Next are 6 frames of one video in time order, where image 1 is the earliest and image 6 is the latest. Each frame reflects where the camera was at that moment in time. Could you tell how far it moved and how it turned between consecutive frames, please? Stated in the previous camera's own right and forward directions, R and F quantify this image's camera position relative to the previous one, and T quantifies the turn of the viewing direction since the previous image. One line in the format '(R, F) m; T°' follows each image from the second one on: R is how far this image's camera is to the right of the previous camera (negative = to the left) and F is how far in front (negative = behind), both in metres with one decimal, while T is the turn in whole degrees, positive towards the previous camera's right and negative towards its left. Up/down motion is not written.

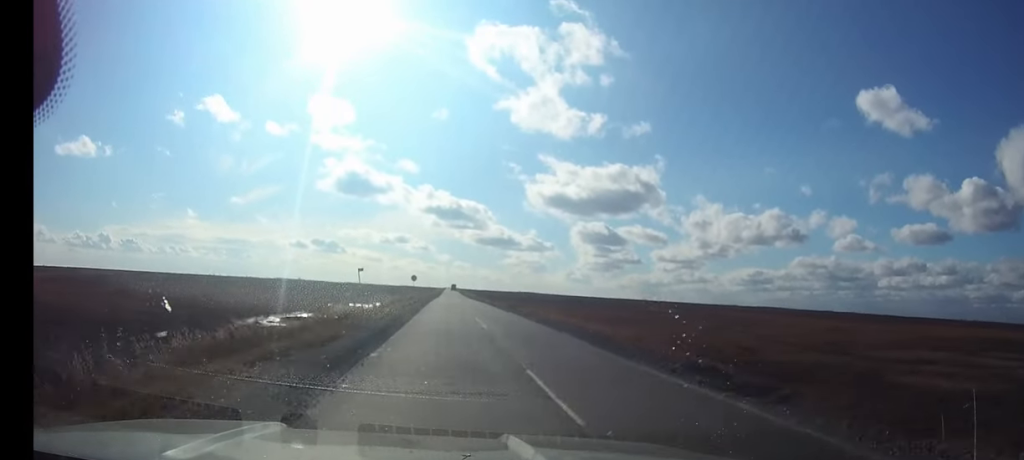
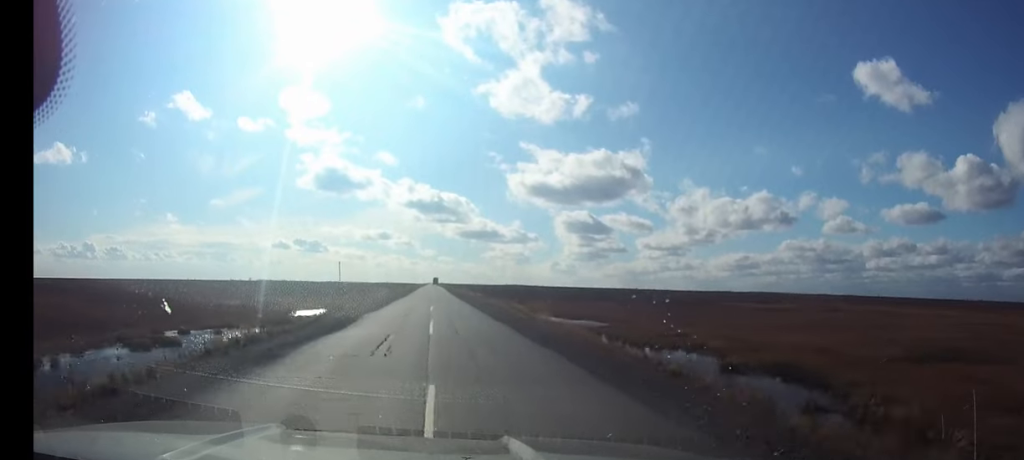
(+1.4, +93.8) m; +1°
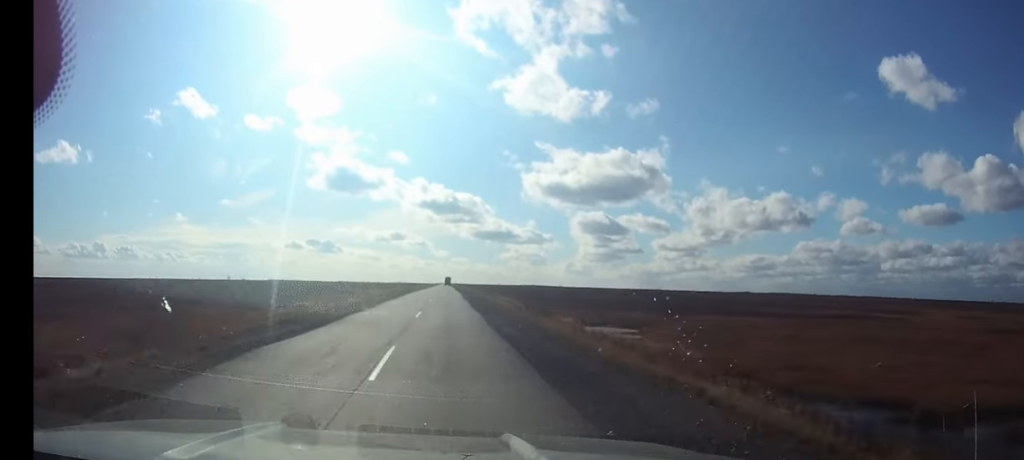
(-0.7, +65.4) m; -1°
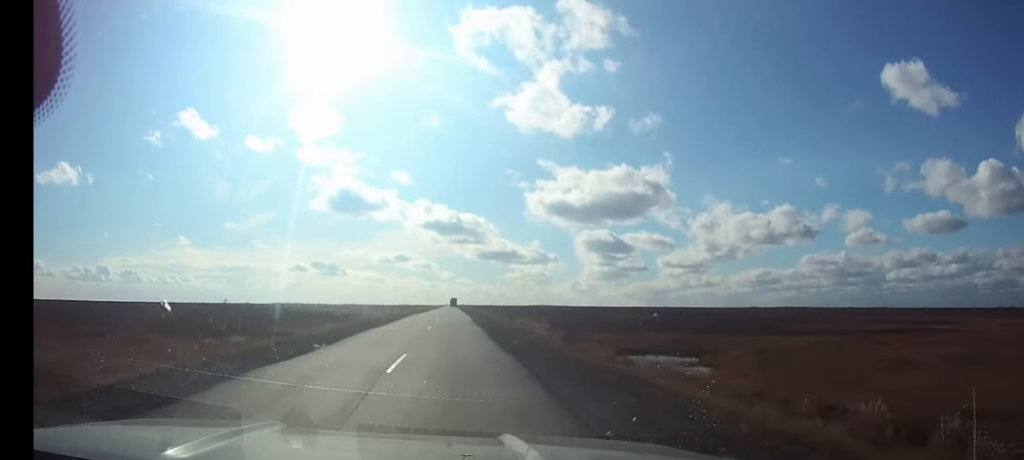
(-0.1, +13.8) m; 0°
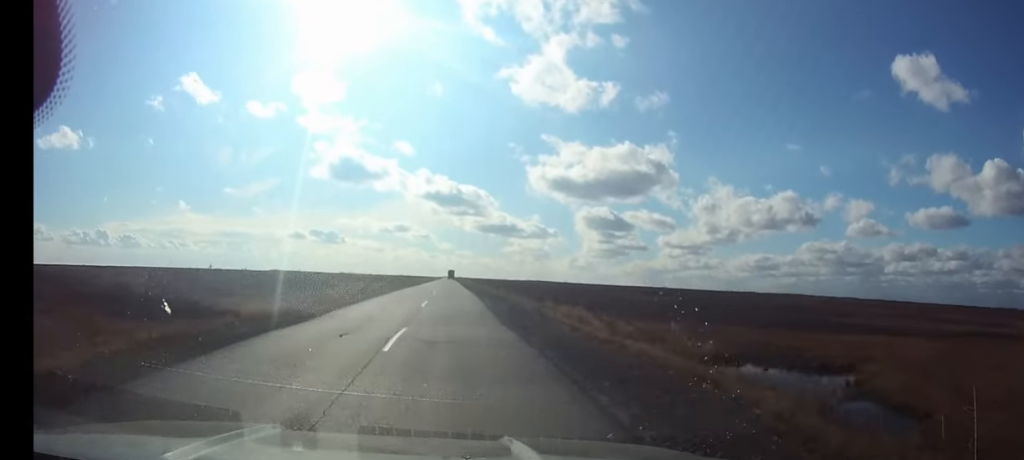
(0.0, +19.8) m; 0°
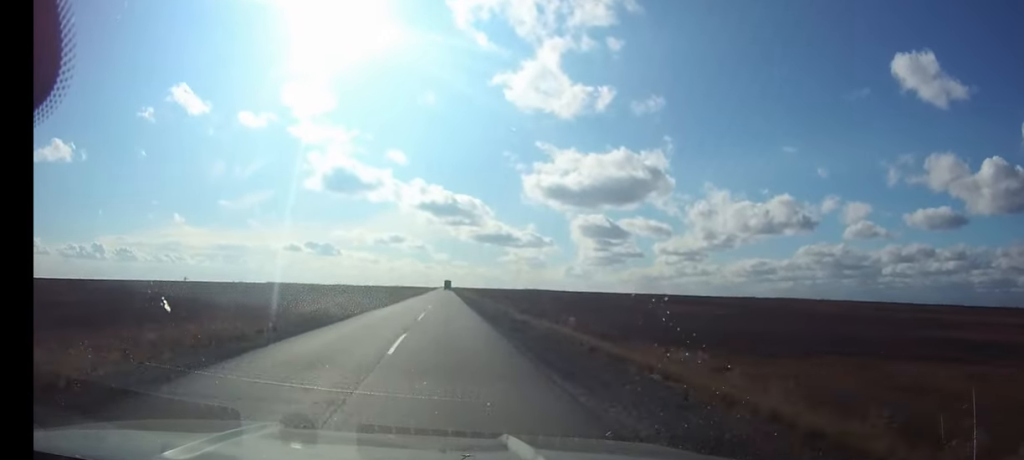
(0.0, +31.9) m; 0°
